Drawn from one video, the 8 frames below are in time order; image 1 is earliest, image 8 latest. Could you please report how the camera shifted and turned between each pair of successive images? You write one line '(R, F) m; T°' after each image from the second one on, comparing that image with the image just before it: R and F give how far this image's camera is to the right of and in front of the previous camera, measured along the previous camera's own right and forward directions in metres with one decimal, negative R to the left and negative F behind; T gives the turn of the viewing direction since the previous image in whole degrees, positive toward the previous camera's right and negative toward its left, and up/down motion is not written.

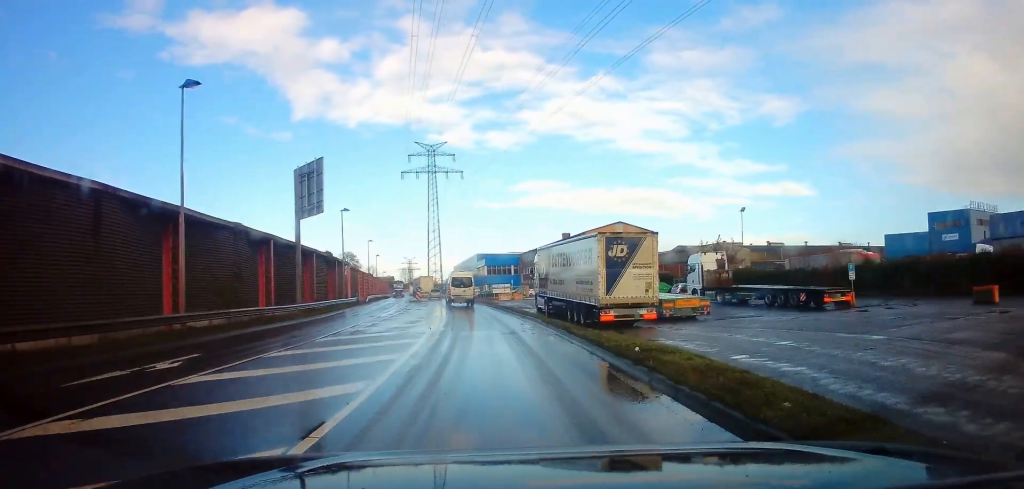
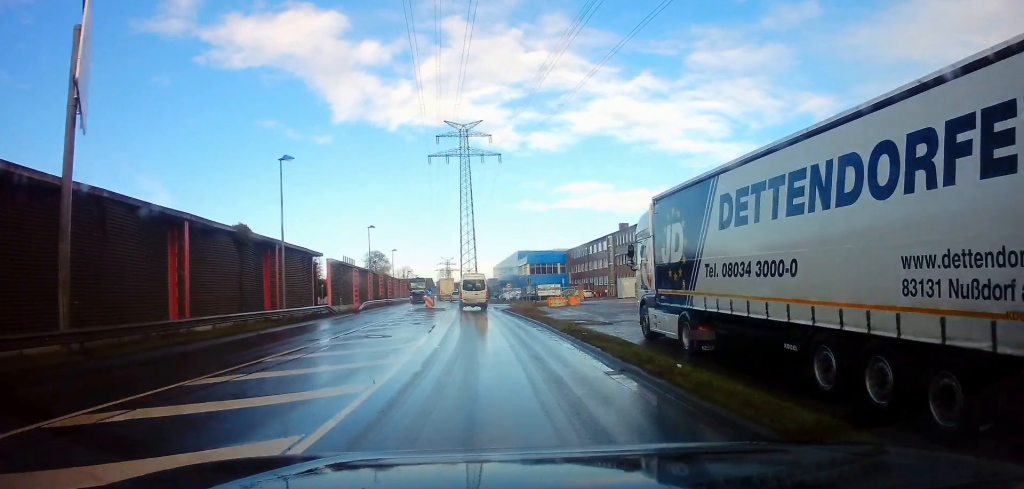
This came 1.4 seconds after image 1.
(-0.6, +20.2) m; -3°
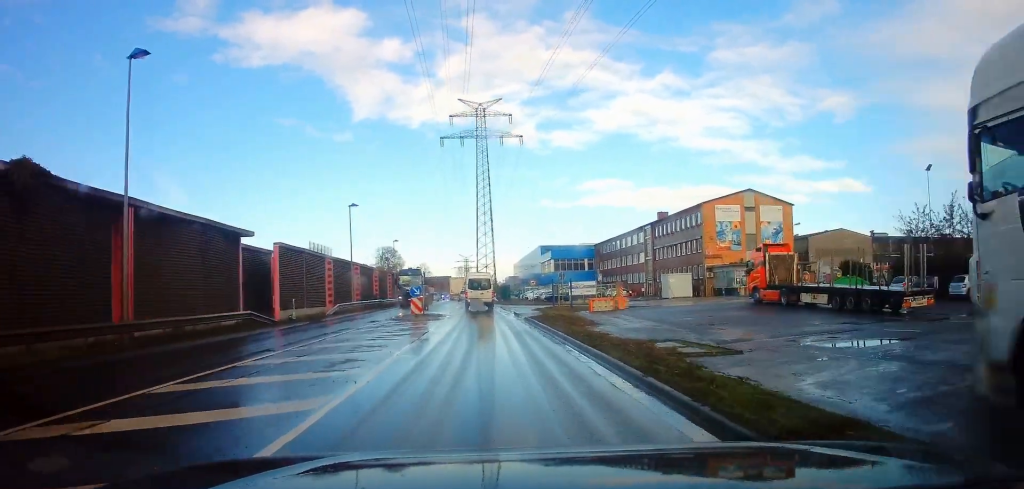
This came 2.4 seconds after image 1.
(-0.2, +13.6) m; -2°
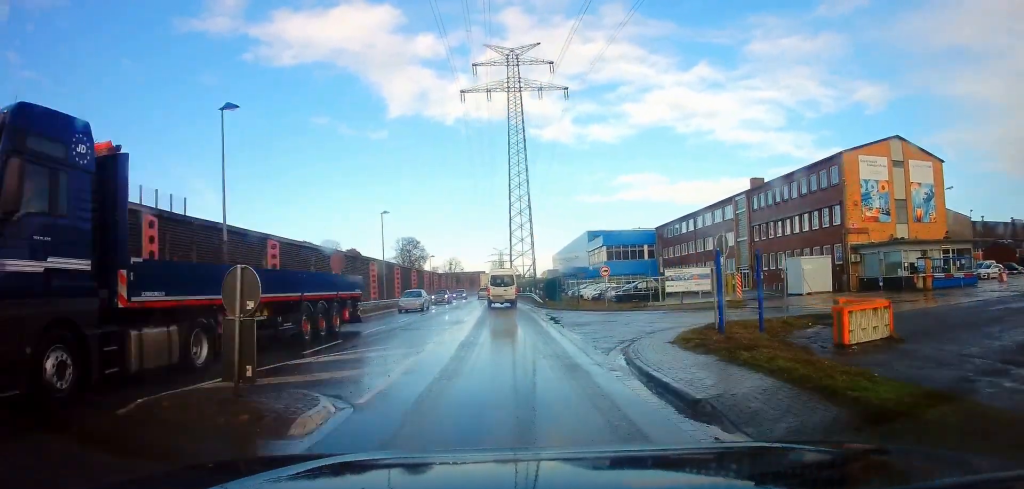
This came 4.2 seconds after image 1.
(-0.6, +24.7) m; -3°
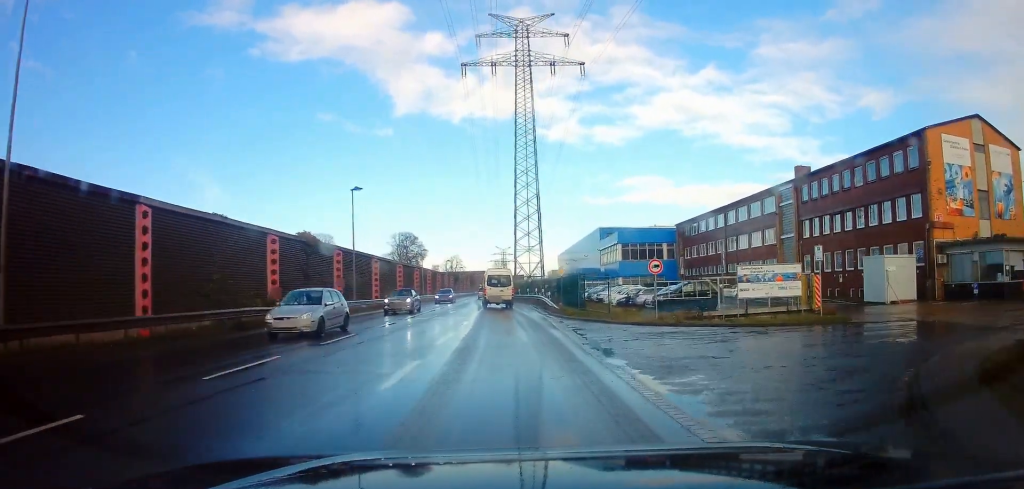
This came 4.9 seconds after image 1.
(-0.2, +10.6) m; -1°
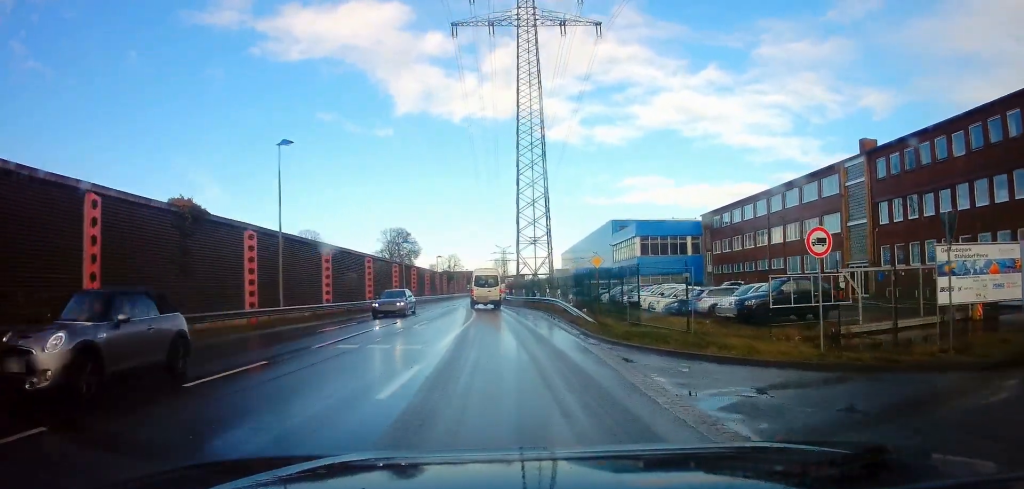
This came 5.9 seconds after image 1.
(-0.1, +12.6) m; 0°
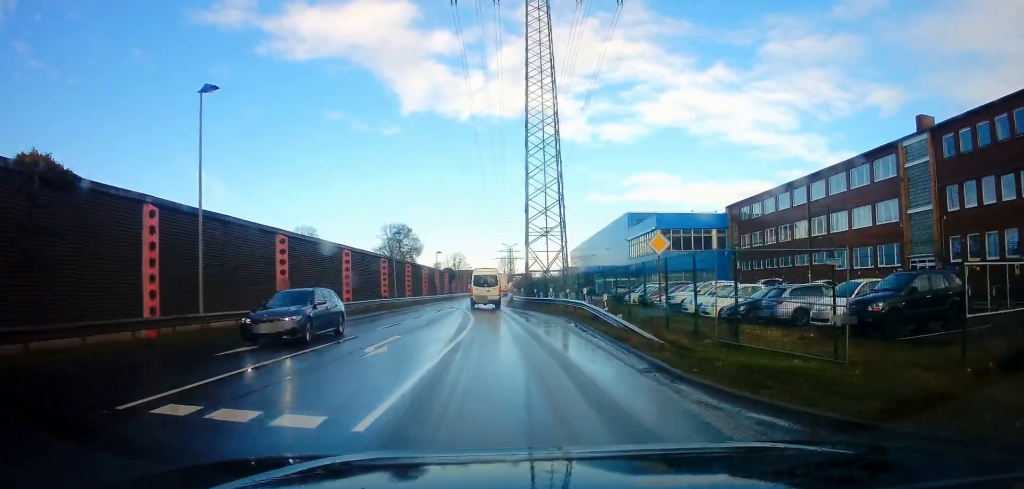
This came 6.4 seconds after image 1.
(0.0, +7.6) m; 0°
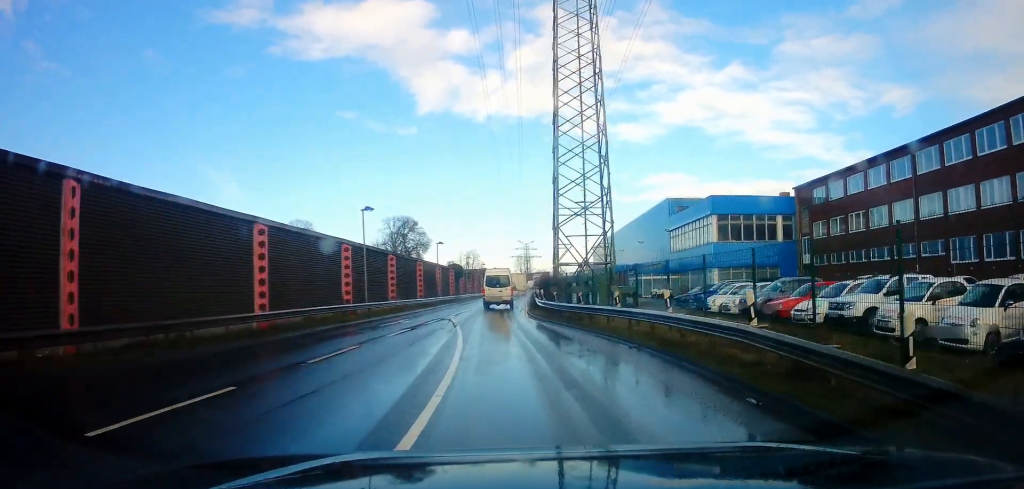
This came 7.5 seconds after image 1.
(0.0, +14.4) m; 0°
